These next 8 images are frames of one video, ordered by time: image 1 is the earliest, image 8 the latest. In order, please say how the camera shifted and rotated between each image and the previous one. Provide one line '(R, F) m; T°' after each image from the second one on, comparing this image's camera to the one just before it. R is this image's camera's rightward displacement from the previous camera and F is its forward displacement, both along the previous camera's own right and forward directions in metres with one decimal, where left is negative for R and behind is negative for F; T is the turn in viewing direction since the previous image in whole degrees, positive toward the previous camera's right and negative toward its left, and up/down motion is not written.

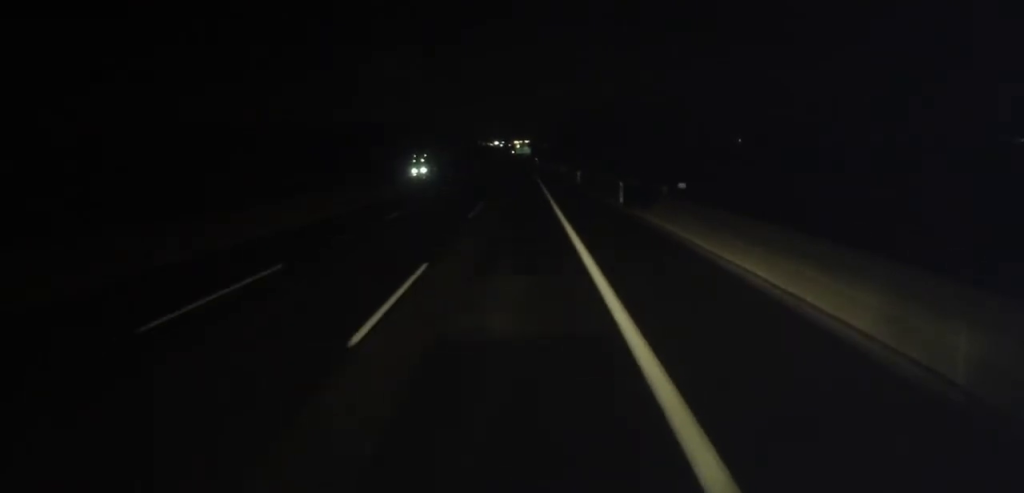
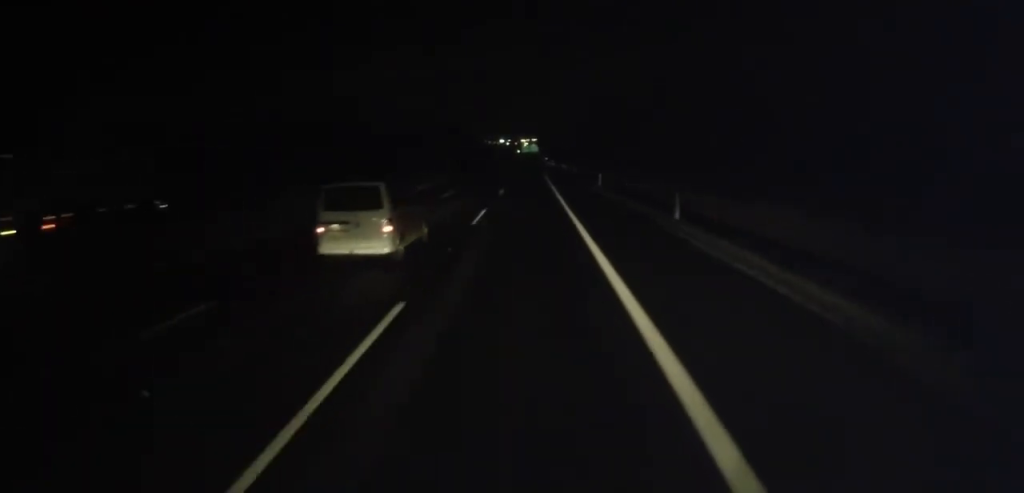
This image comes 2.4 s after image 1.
(-0.8, +59.2) m; -1°
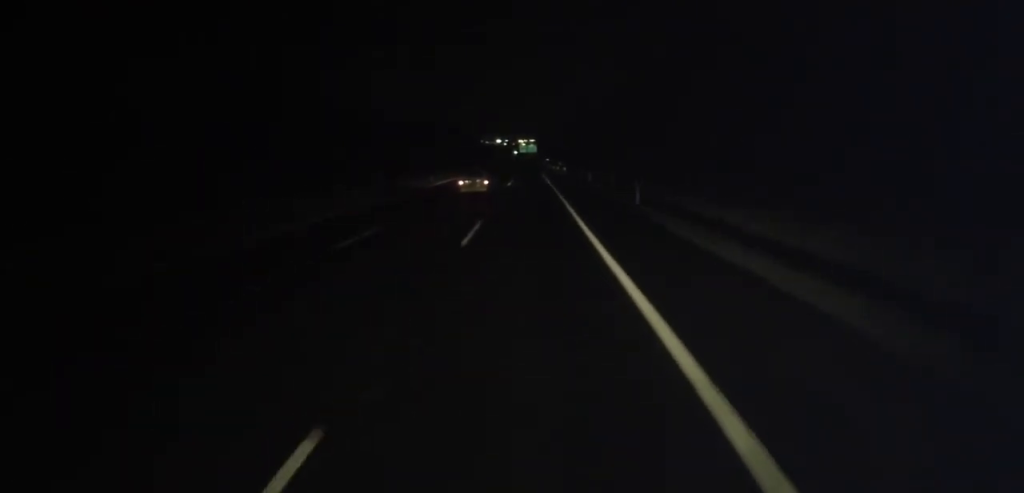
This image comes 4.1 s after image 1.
(+0.1, +41.3) m; +1°
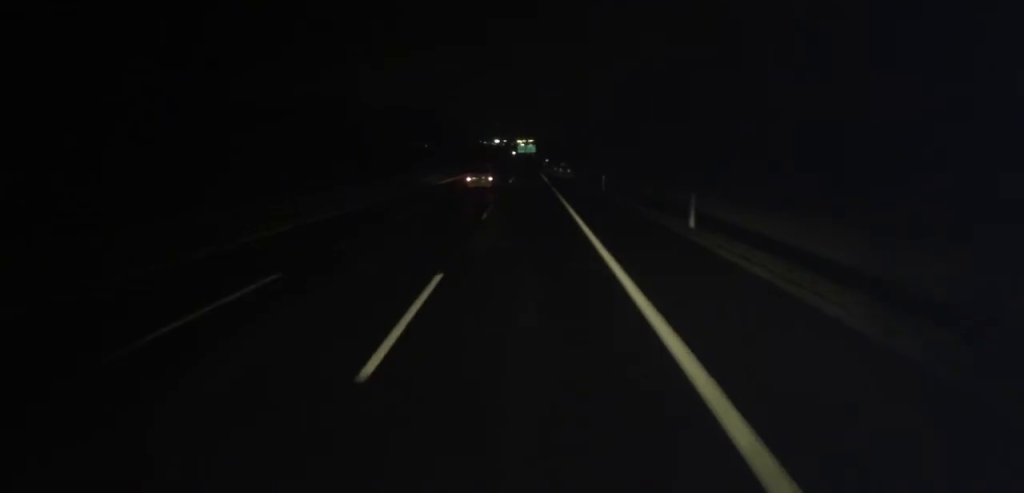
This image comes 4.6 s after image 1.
(+0.2, +10.5) m; 0°
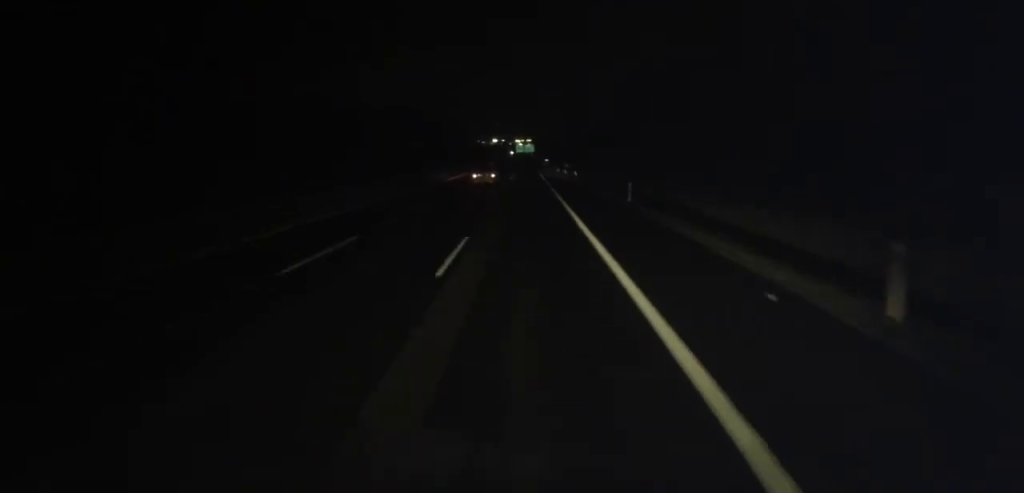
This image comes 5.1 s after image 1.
(+0.2, +12.2) m; 0°
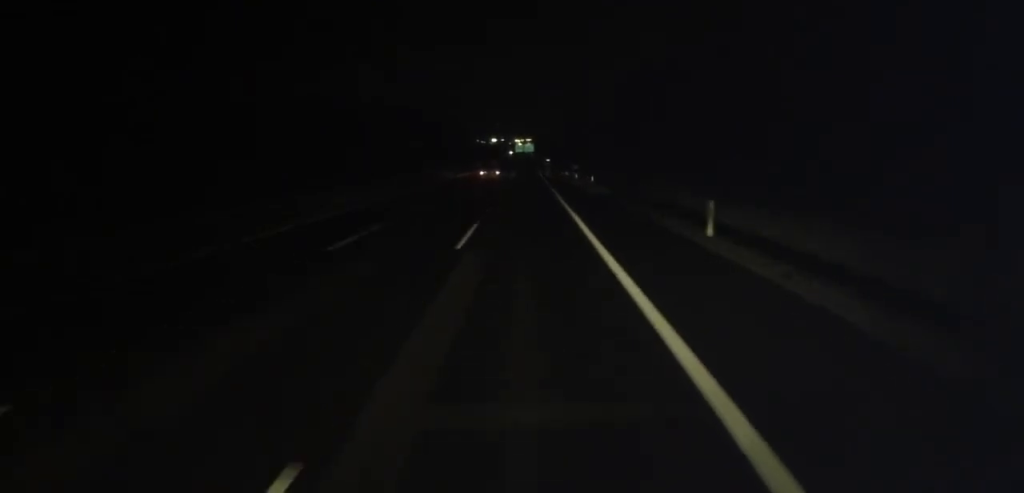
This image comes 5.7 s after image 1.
(-0.4, +14.5) m; 0°
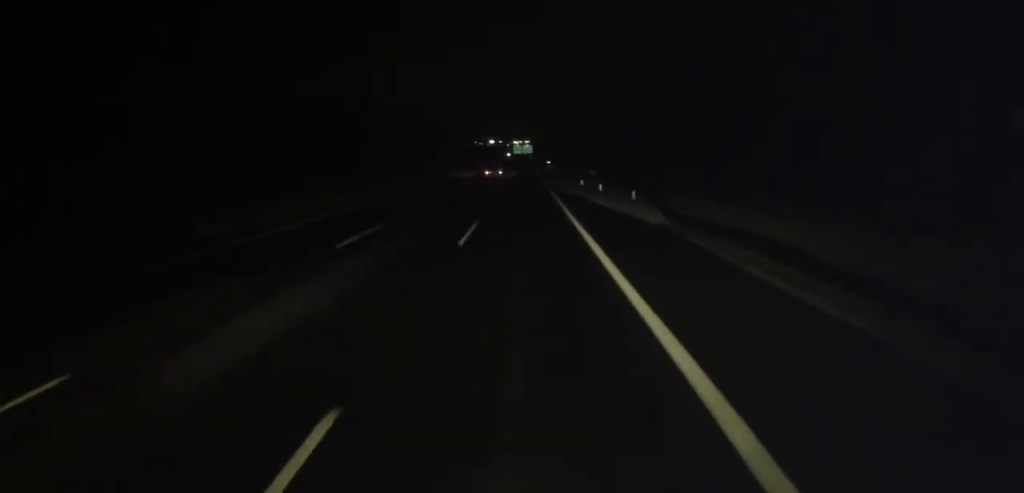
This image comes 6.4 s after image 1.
(-0.1, +16.9) m; 0°
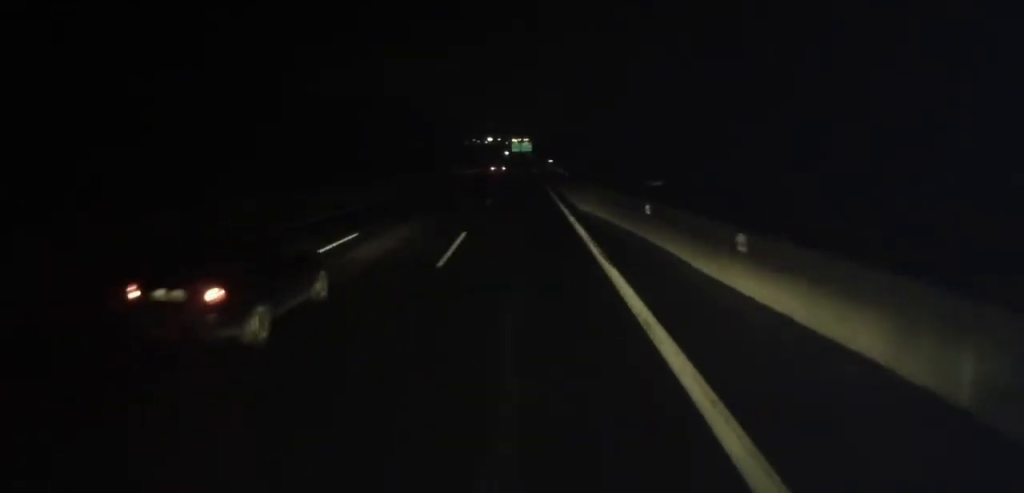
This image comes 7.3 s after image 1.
(+0.2, +21.7) m; +1°
